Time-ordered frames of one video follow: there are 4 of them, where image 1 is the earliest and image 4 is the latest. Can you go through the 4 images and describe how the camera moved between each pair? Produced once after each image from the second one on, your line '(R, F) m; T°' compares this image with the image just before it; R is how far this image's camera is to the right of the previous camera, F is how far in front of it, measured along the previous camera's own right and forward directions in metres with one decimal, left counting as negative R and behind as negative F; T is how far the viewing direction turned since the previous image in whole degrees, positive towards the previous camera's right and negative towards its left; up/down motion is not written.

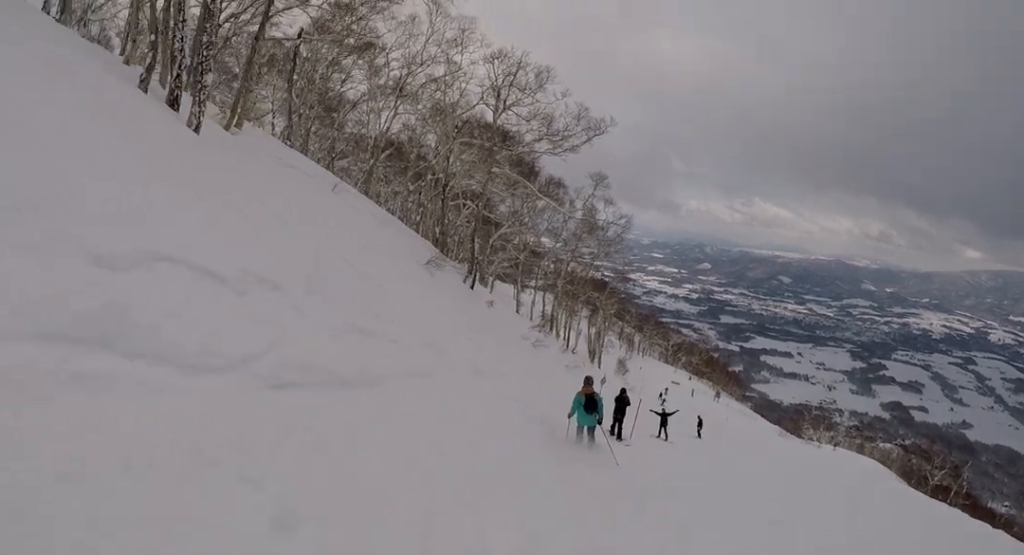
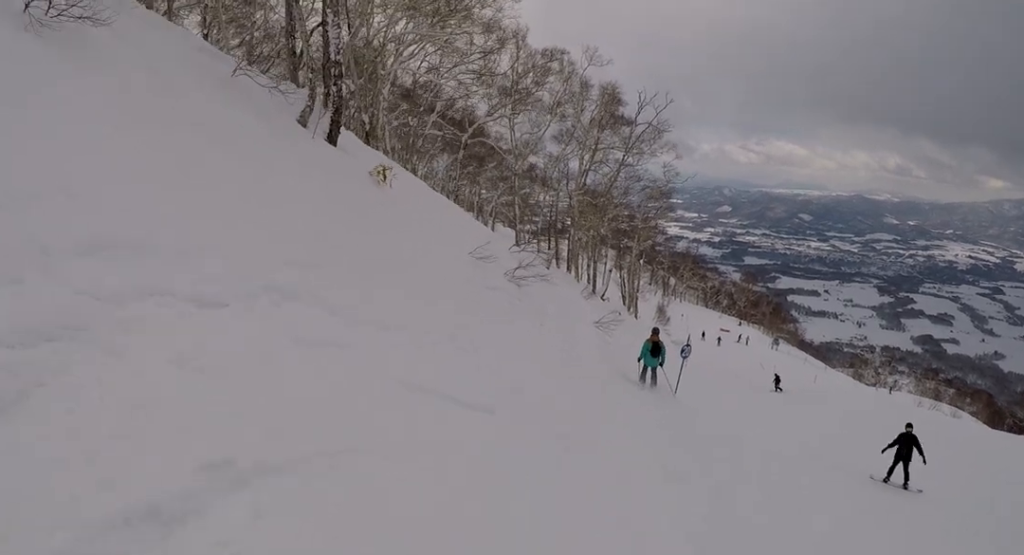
(+2.3, +24.7) m; +7°
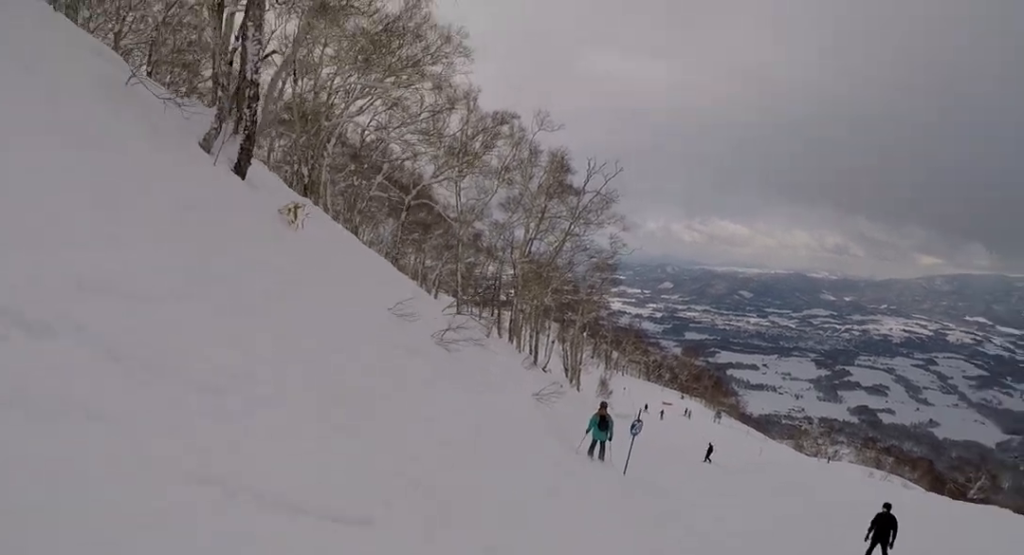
(0.0, +2.0) m; 0°
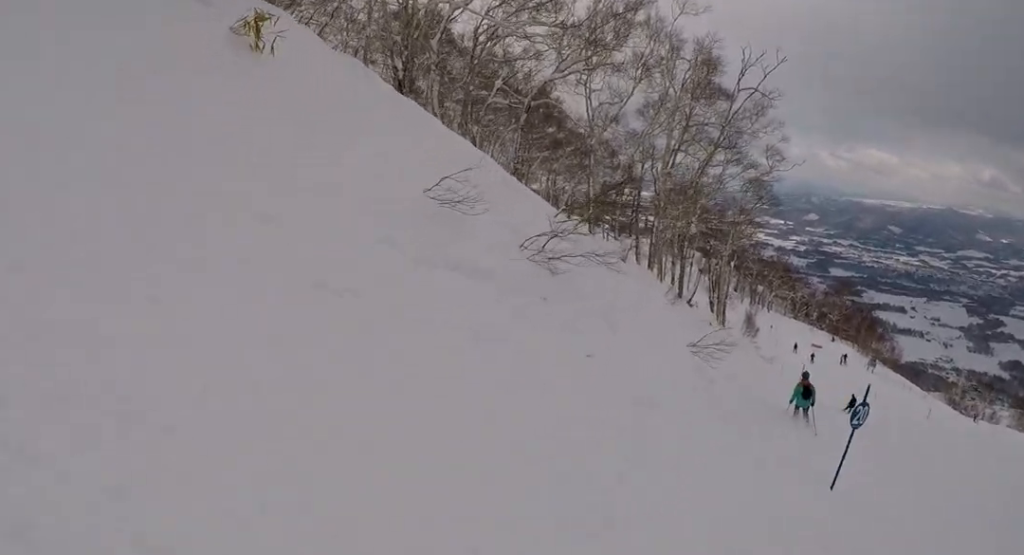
(0.0, +6.0) m; 0°
